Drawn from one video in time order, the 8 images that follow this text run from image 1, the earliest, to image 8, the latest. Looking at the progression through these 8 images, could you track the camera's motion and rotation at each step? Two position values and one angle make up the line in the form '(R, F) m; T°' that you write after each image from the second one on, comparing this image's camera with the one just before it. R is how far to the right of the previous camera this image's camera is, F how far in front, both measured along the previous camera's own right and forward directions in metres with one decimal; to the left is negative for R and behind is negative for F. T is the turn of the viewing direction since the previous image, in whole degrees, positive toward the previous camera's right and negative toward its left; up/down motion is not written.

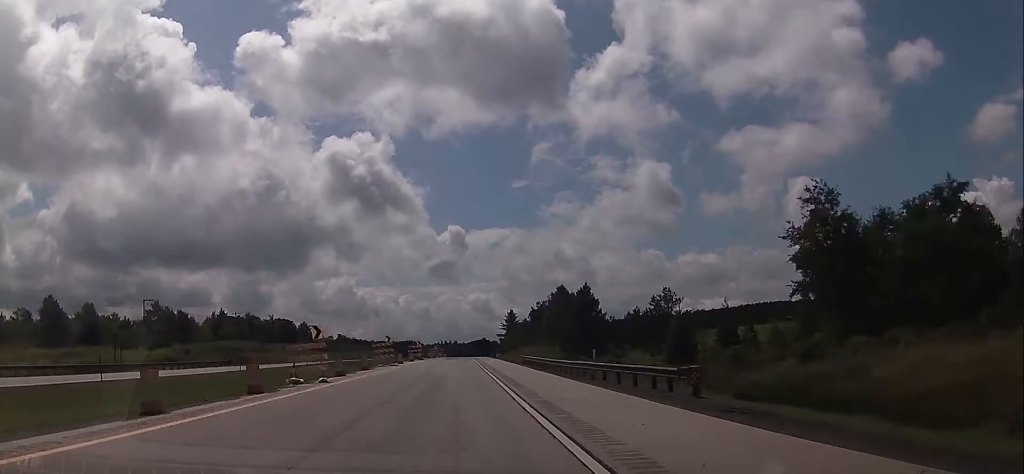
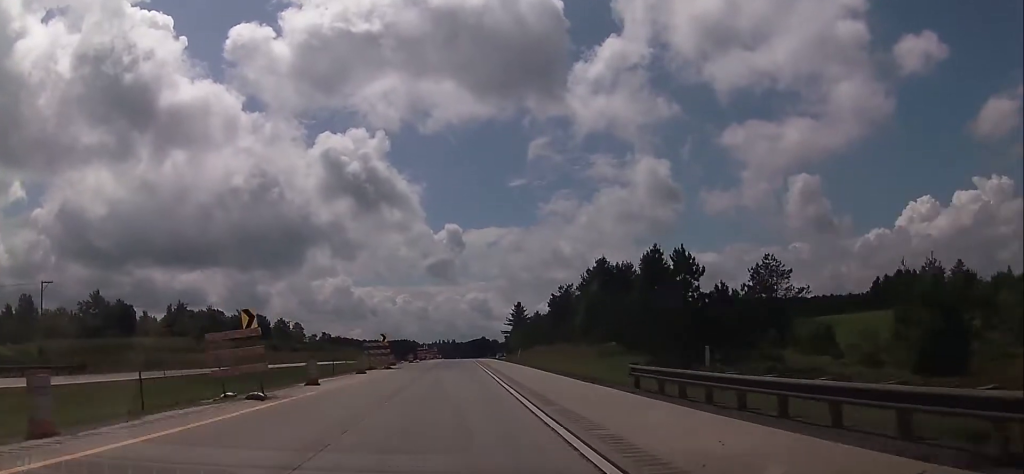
(+0.7, +39.2) m; +1°
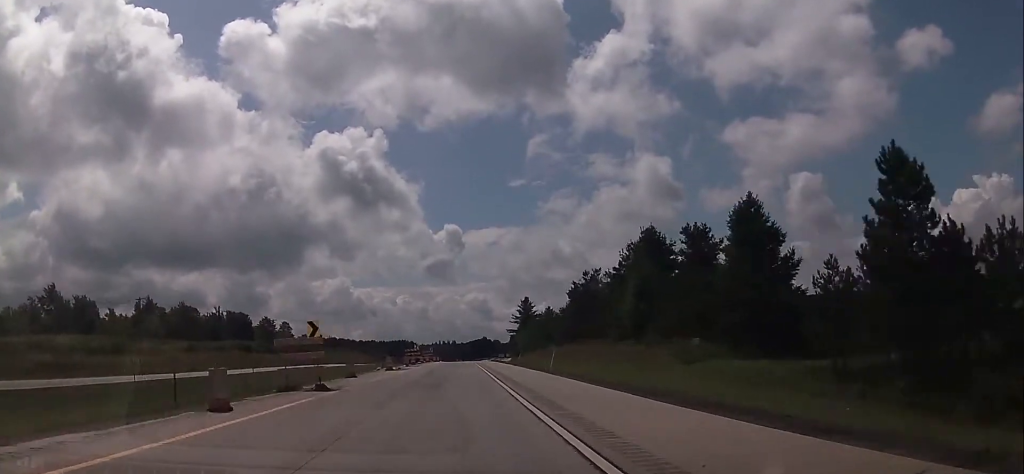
(-0.2, +23.8) m; 0°
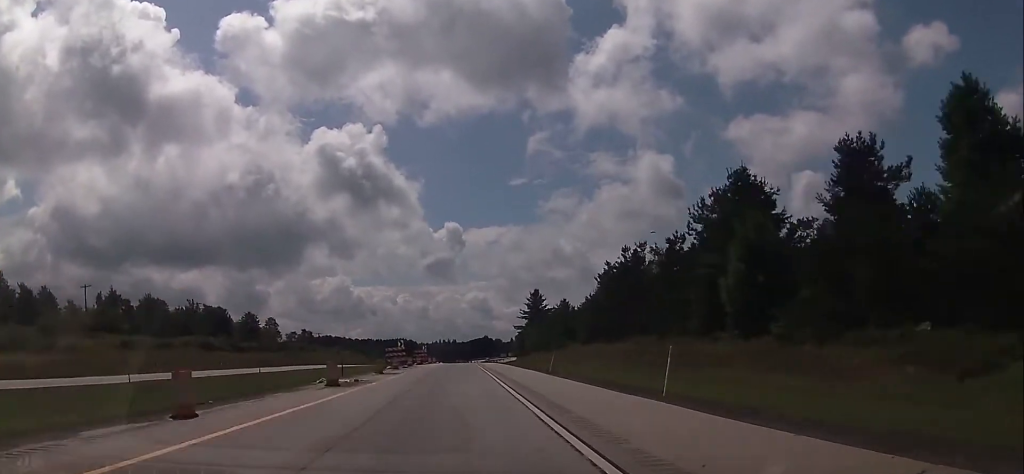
(+0.1, +23.2) m; 0°
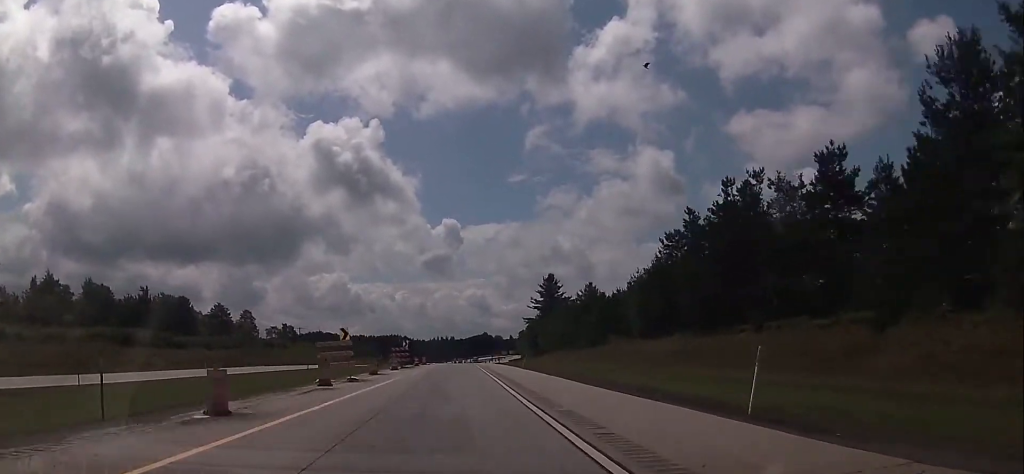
(0.0, +30.0) m; 0°
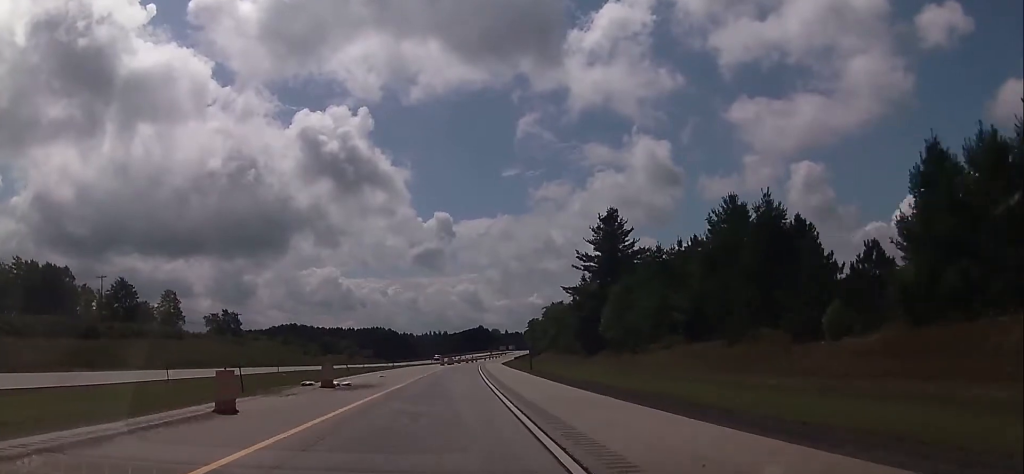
(+0.1, +62.1) m; 0°
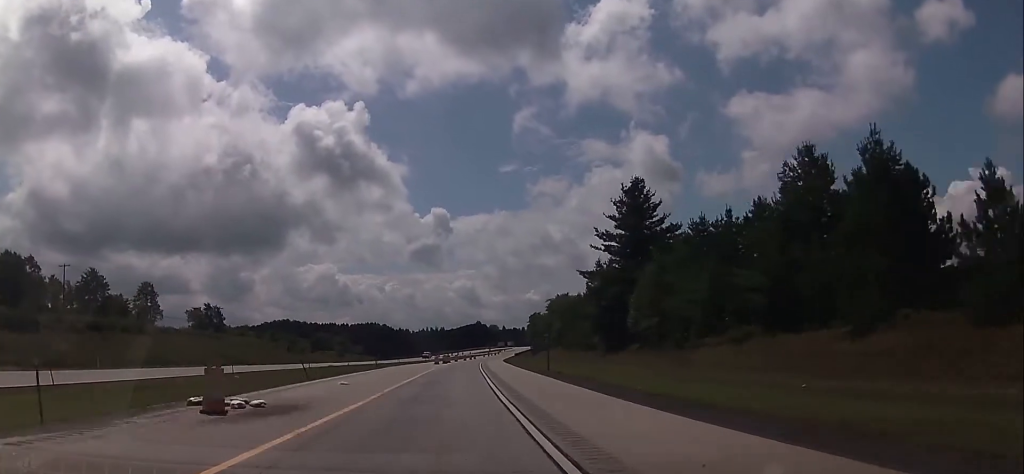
(0.0, +12.8) m; 0°
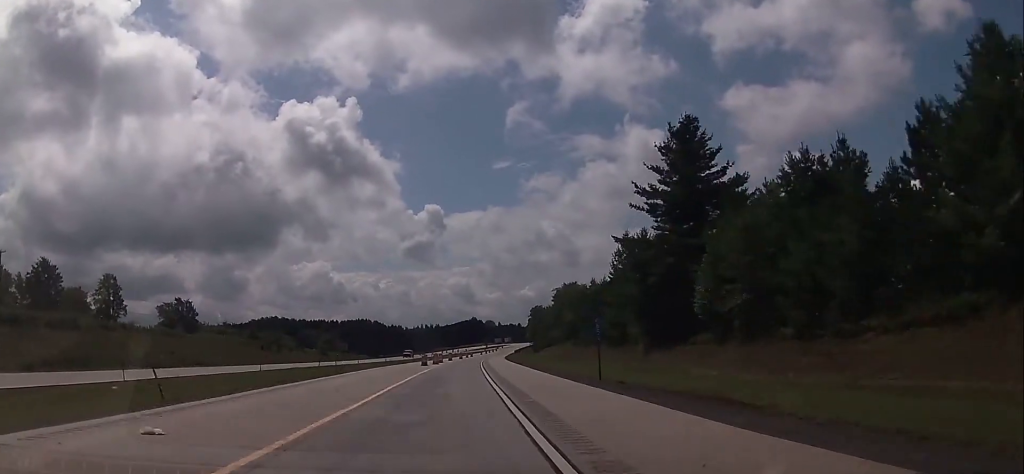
(0.0, +17.7) m; 0°
